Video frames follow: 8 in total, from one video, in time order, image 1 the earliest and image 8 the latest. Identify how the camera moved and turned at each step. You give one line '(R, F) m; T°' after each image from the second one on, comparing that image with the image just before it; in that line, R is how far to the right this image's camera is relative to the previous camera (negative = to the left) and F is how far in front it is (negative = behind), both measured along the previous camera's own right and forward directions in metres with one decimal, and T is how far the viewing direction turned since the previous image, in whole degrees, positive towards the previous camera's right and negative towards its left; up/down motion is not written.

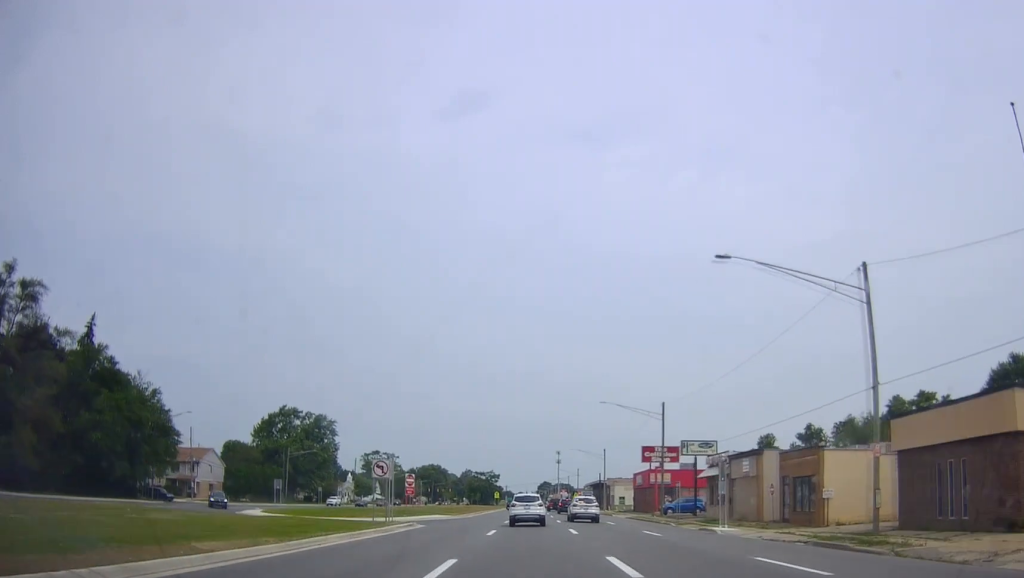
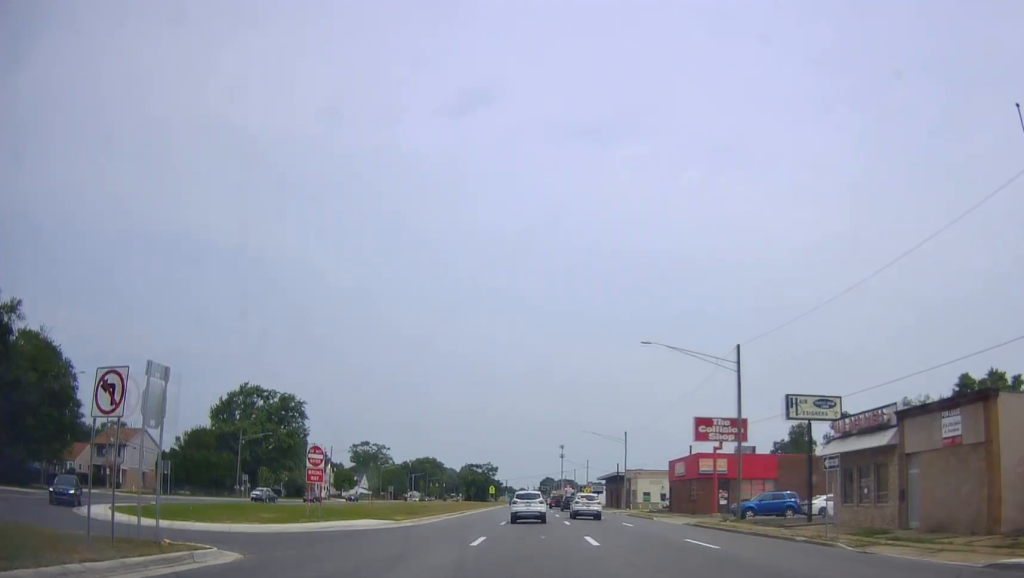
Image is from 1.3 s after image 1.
(+0.6, +23.4) m; +1°
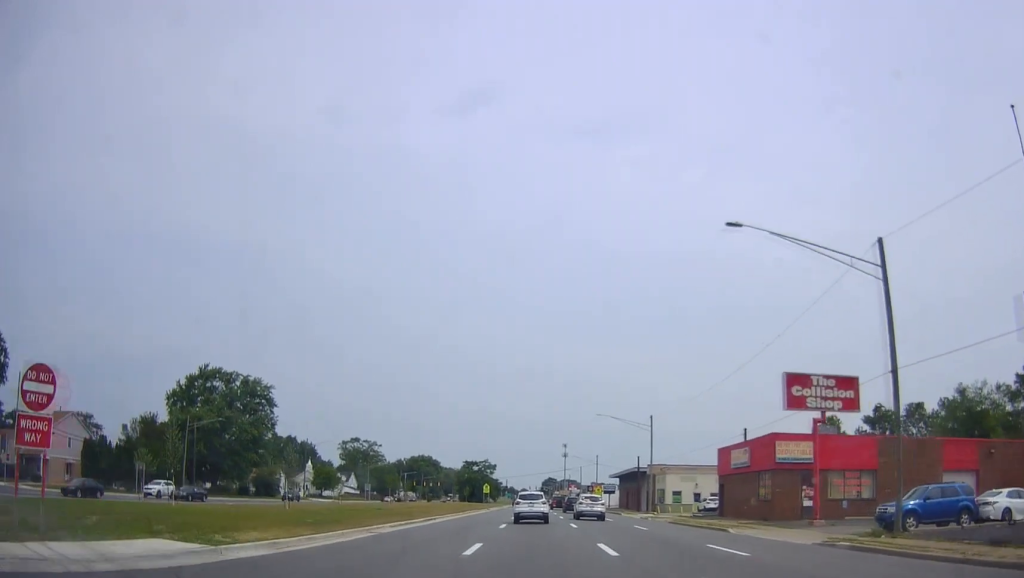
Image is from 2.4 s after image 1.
(0.0, +18.6) m; -2°
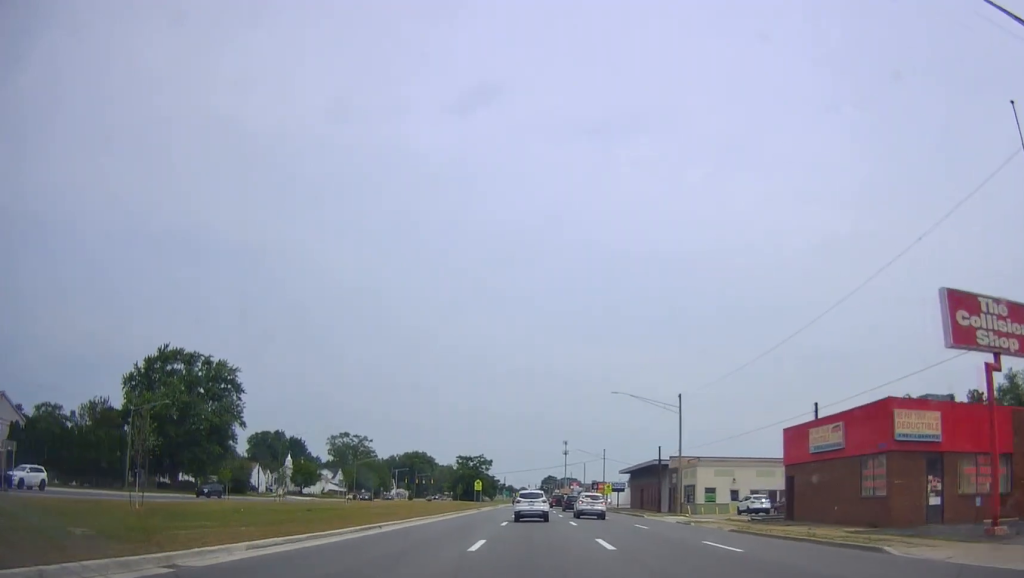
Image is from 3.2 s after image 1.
(-0.5, +14.5) m; 0°
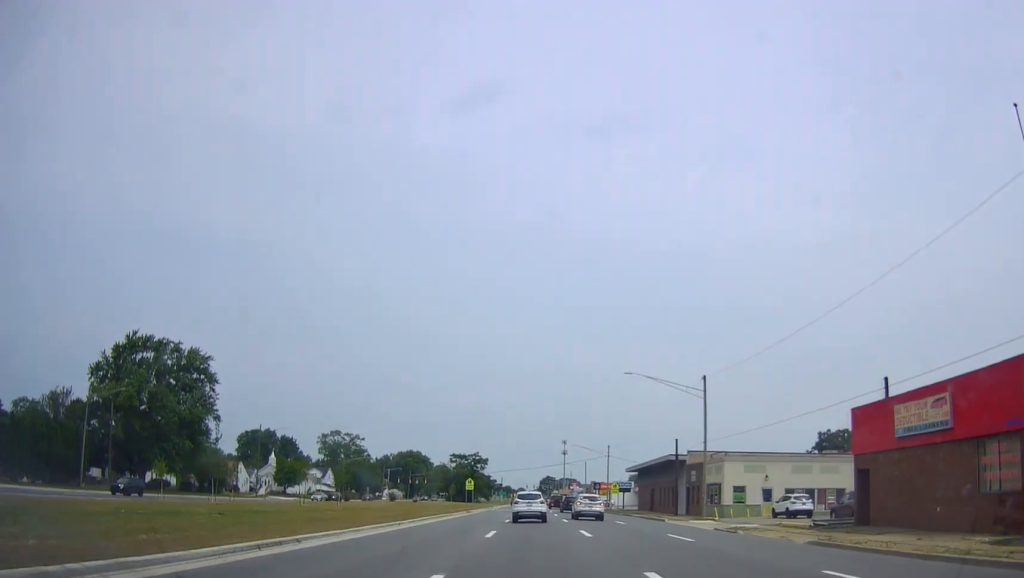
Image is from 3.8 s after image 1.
(-0.1, +9.2) m; +1°
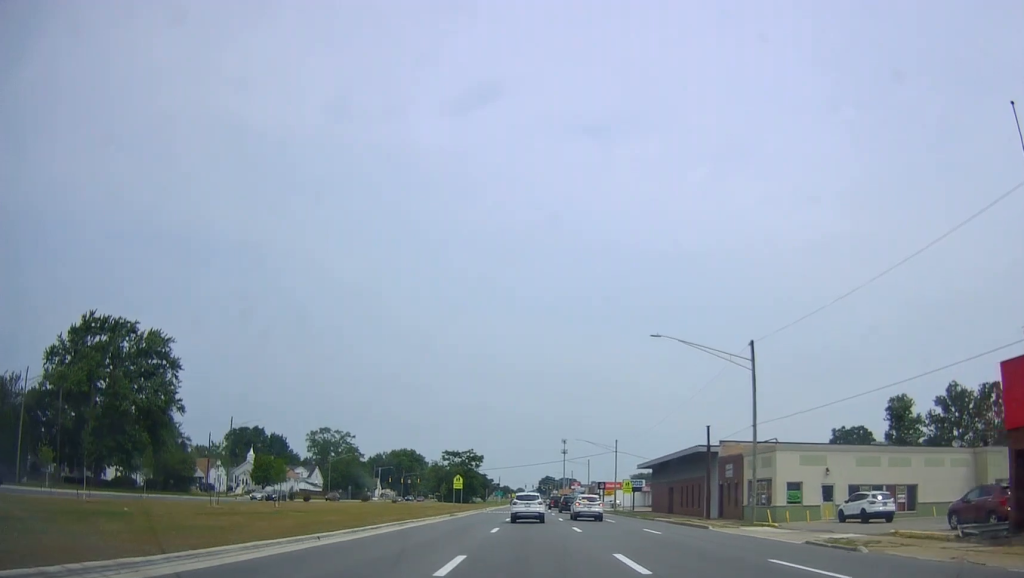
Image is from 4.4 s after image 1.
(+0.4, +11.3) m; +2°
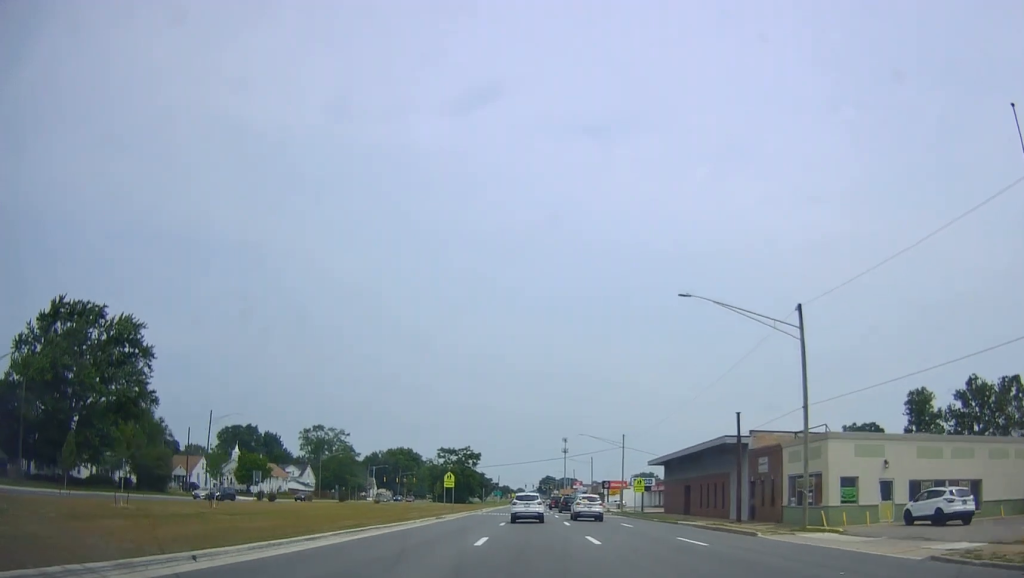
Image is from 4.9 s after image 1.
(0.0, +7.3) m; 0°
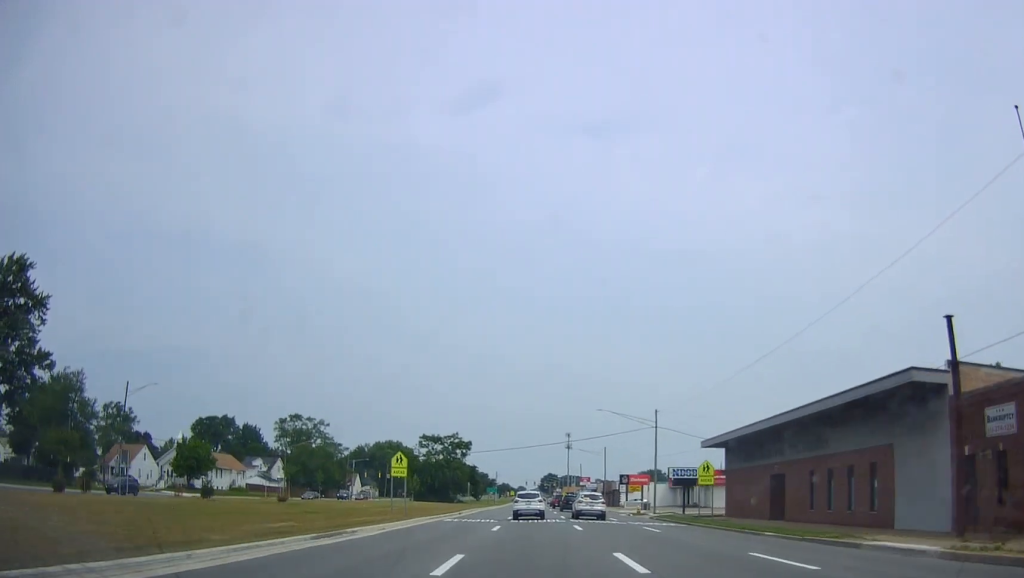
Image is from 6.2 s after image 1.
(-0.4, +22.9) m; -1°
